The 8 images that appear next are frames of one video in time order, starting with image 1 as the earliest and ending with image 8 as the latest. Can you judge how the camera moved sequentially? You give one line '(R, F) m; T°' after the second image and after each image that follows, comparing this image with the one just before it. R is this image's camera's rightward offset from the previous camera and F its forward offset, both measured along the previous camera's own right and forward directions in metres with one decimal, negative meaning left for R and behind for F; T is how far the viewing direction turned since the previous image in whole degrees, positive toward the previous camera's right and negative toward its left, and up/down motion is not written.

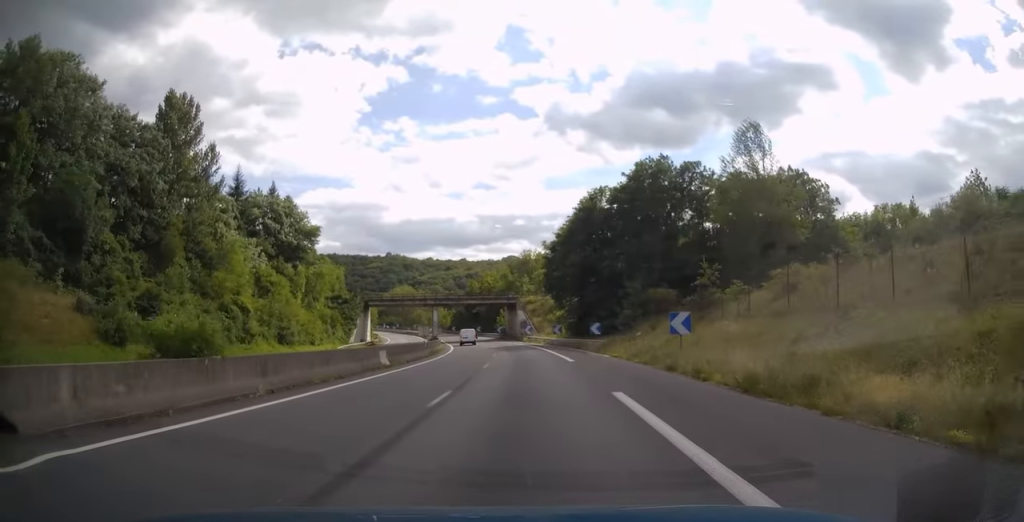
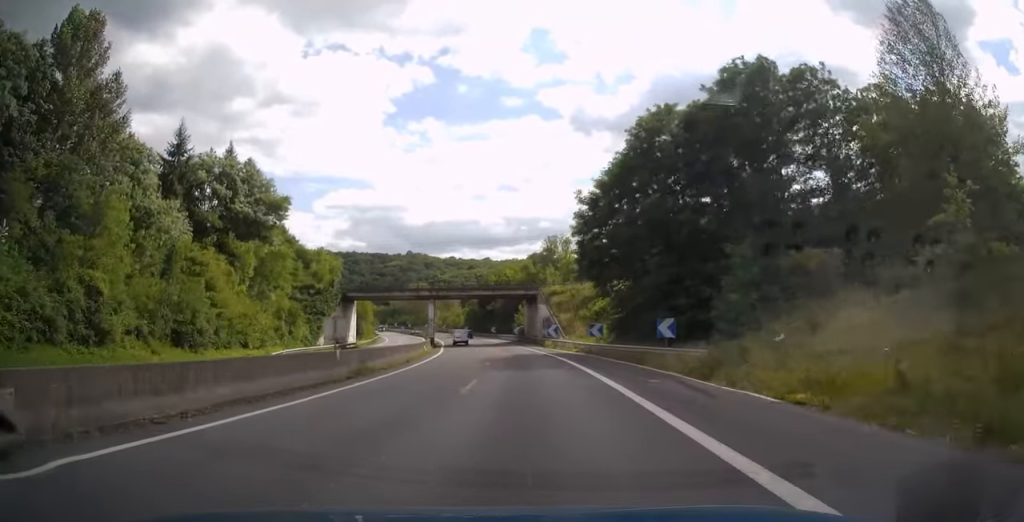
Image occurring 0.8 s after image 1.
(-0.4, +23.1) m; -2°
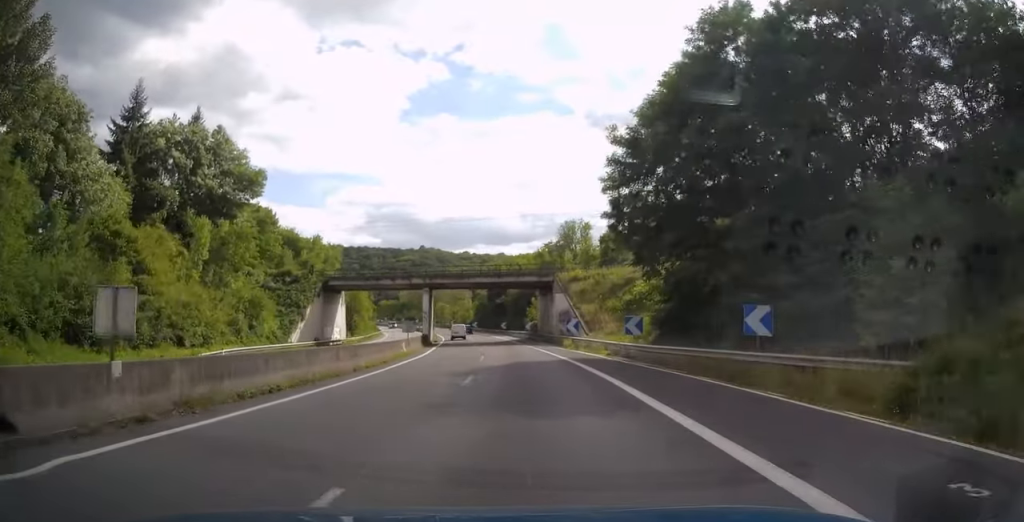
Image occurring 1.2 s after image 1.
(0.0, +12.5) m; -1°
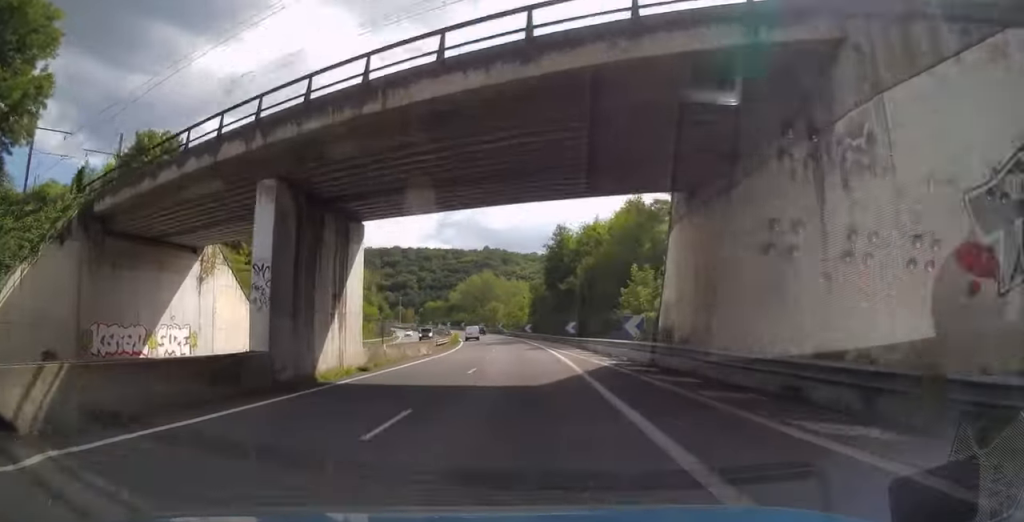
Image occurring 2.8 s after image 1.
(-2.1, +46.6) m; -9°
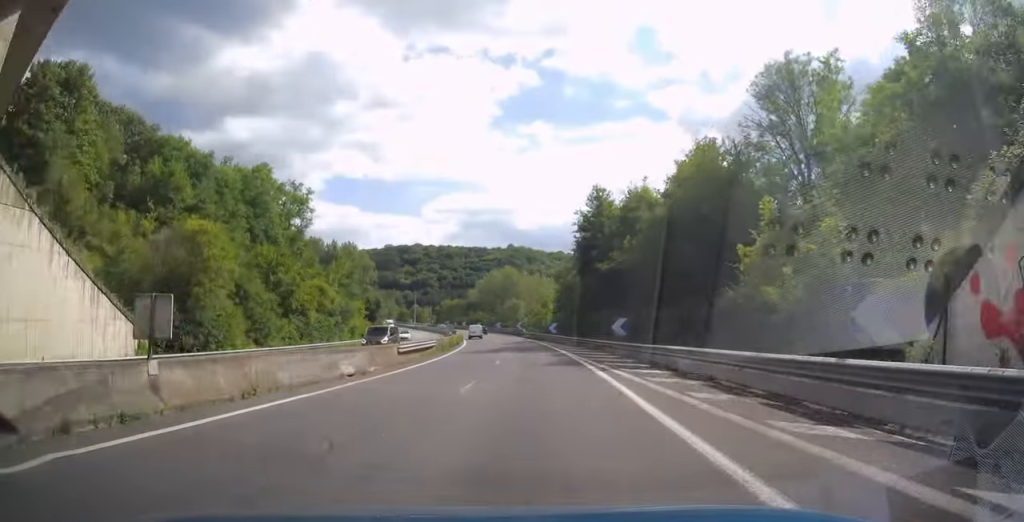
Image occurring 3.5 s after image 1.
(-1.2, +20.0) m; -6°
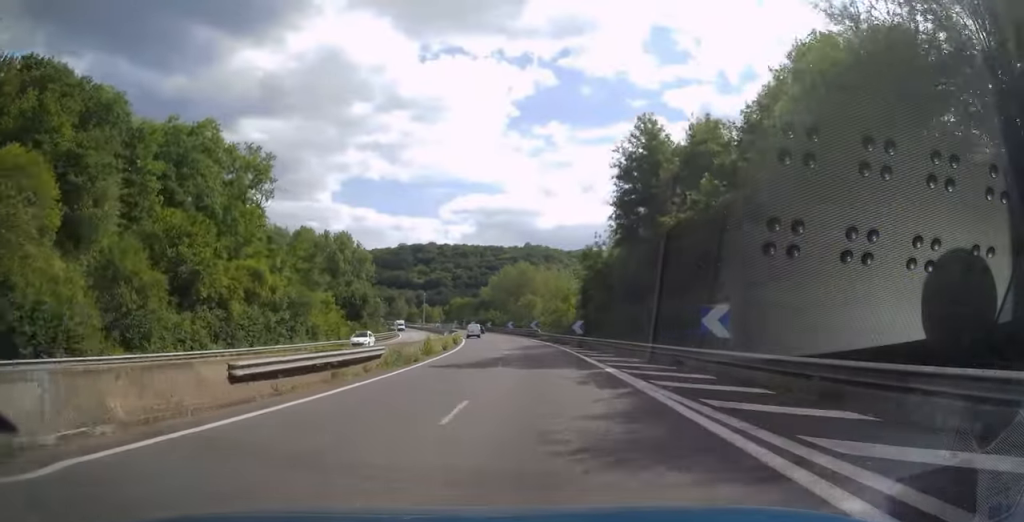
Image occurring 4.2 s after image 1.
(-1.4, +17.7) m; -5°
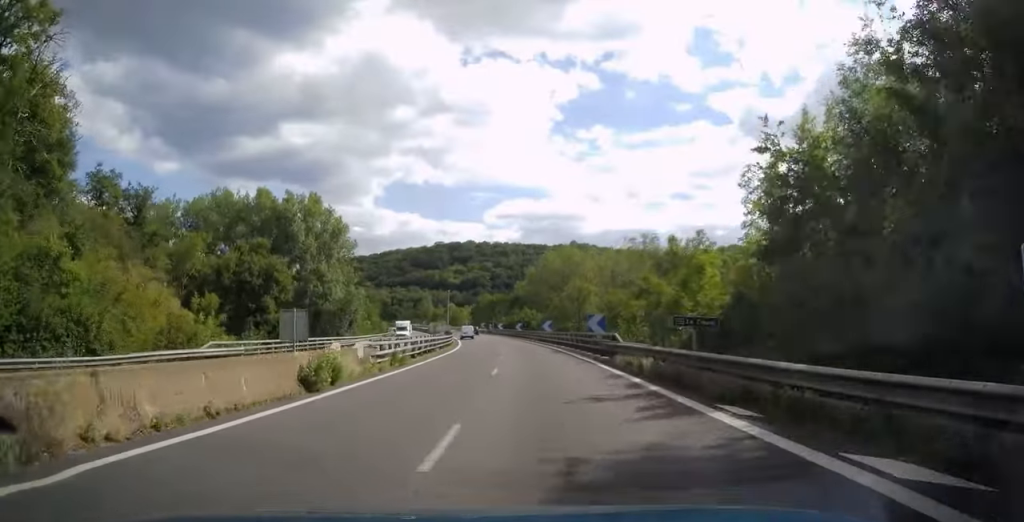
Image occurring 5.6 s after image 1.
(0.0, +42.2) m; 0°
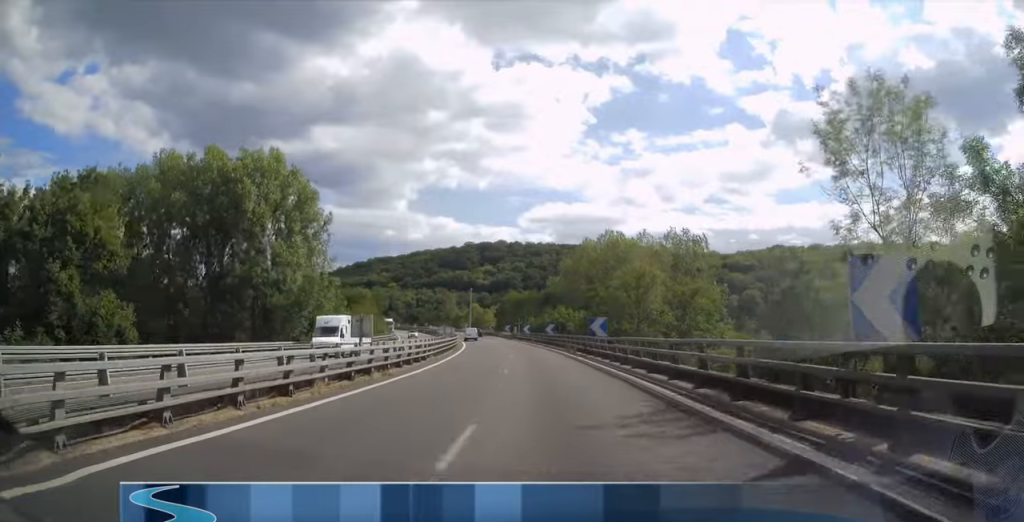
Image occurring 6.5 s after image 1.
(0.0, +25.9) m; 0°
